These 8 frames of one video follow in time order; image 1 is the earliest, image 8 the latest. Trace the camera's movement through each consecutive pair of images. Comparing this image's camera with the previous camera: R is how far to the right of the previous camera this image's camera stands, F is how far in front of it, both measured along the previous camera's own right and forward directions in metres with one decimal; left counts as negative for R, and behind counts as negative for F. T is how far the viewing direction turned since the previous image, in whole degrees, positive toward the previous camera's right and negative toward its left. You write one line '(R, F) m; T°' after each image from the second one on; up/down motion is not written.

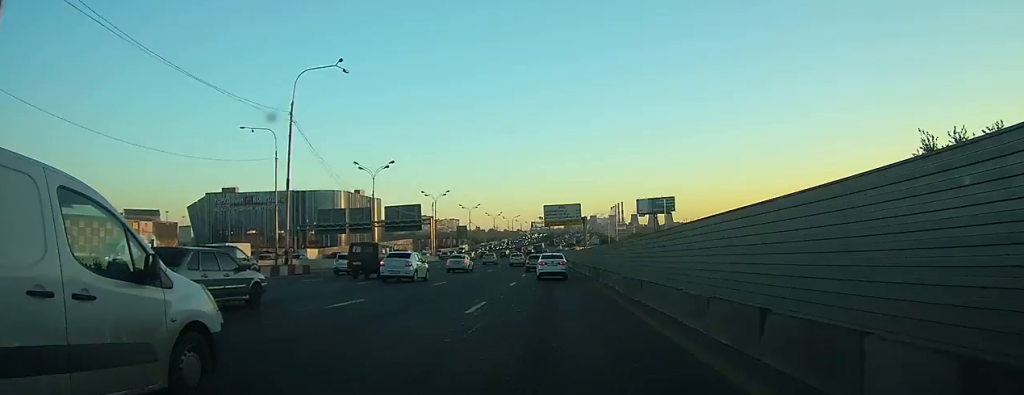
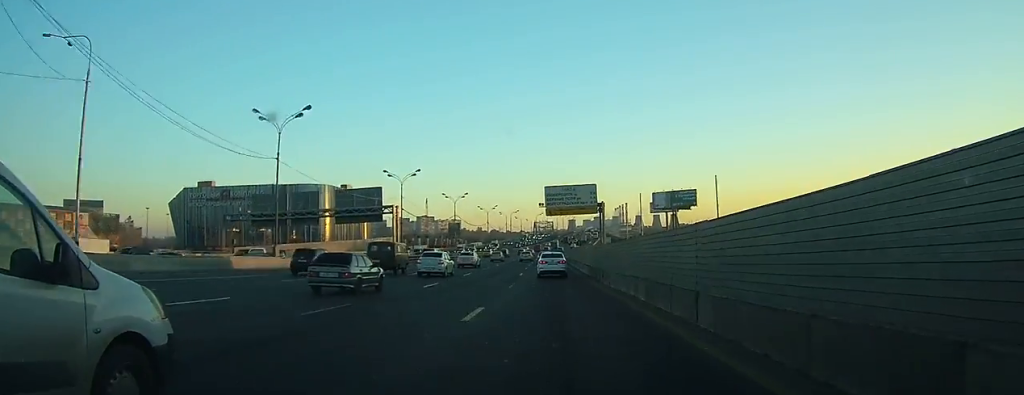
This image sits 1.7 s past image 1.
(+0.5, +23.8) m; +1°
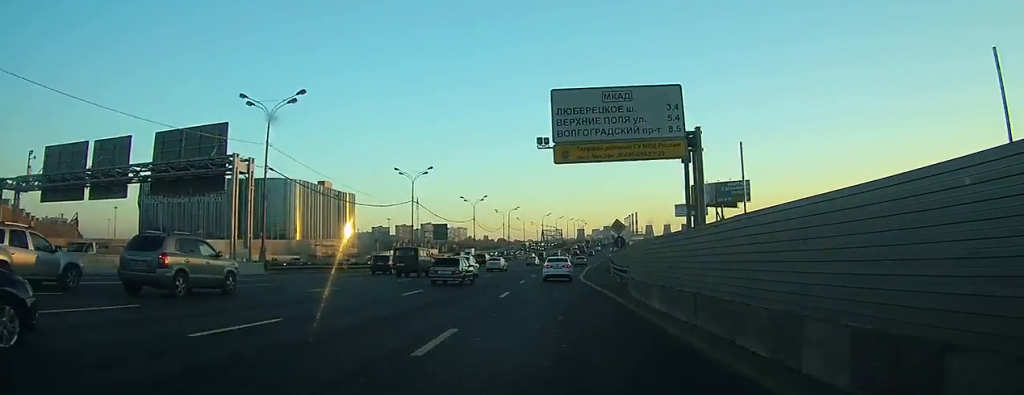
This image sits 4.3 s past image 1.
(-0.2, +40.7) m; 0°
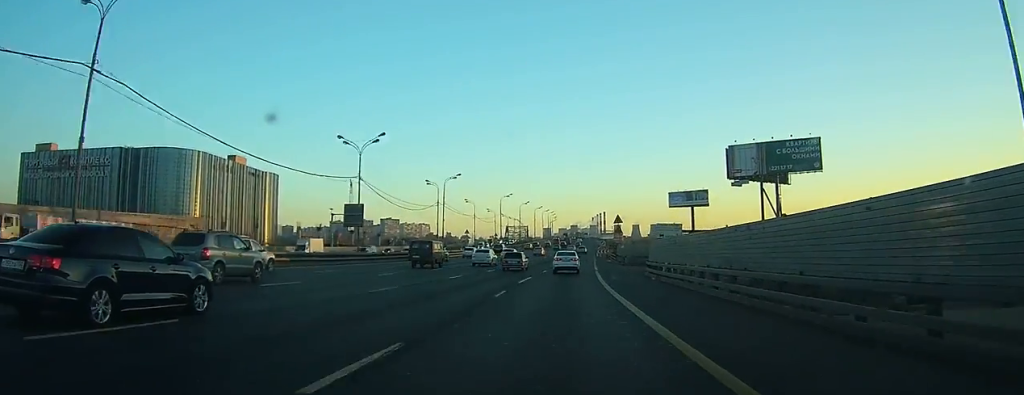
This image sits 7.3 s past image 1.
(+0.3, +55.2) m; +1°
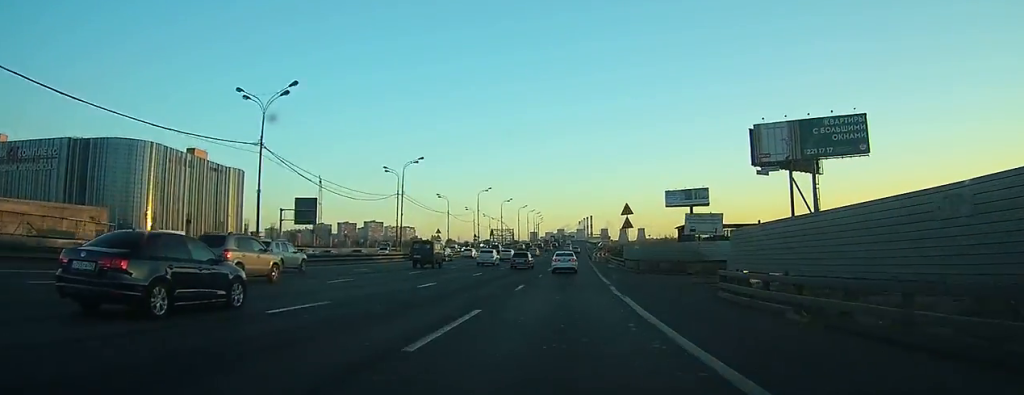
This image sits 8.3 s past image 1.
(0.0, +20.0) m; +1°
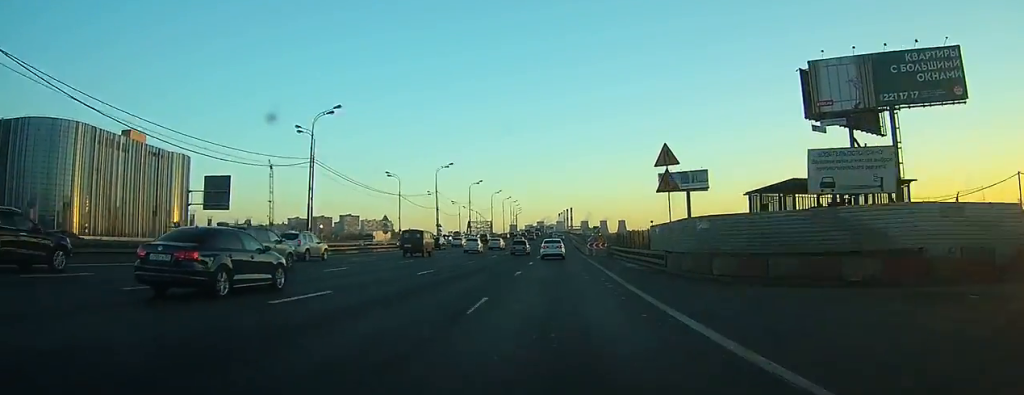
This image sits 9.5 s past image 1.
(+0.1, +26.3) m; +1°
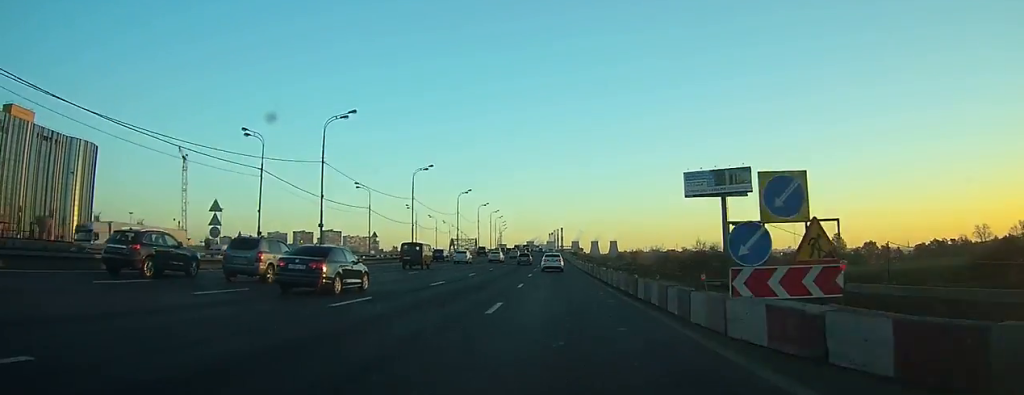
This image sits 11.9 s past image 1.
(+0.8, +50.1) m; +2°
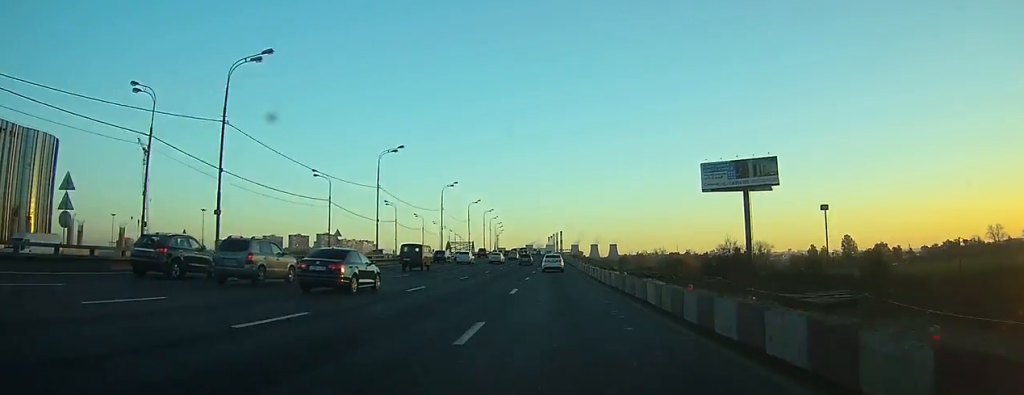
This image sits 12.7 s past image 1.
(+0.3, +16.7) m; +1°
